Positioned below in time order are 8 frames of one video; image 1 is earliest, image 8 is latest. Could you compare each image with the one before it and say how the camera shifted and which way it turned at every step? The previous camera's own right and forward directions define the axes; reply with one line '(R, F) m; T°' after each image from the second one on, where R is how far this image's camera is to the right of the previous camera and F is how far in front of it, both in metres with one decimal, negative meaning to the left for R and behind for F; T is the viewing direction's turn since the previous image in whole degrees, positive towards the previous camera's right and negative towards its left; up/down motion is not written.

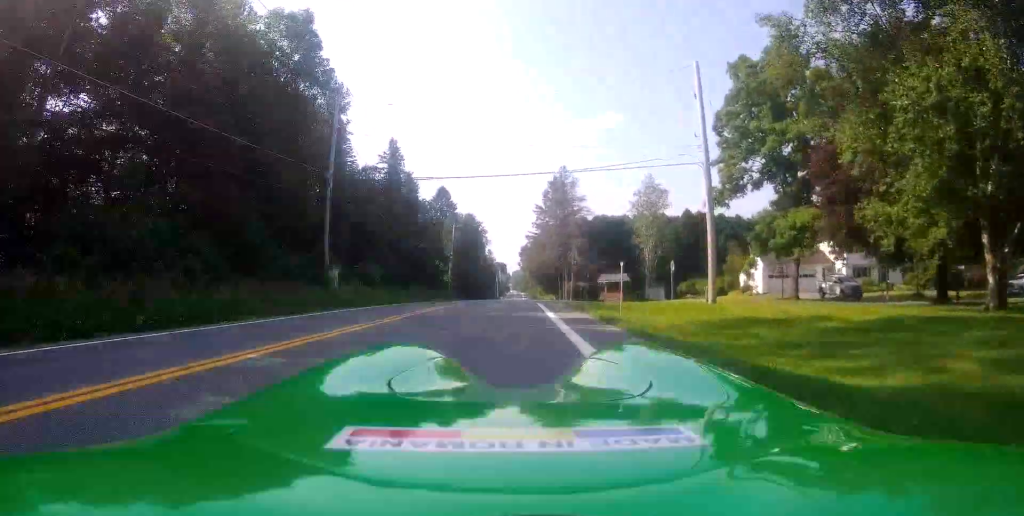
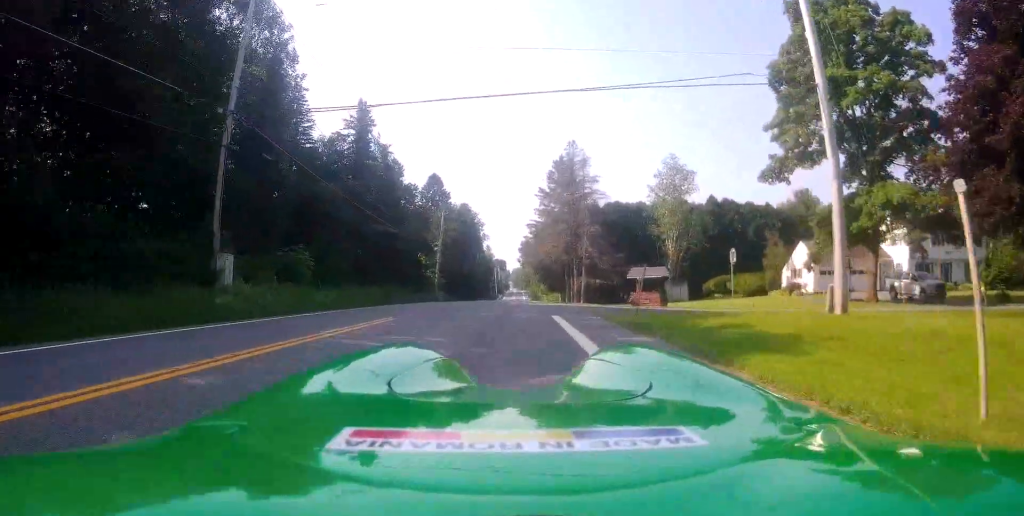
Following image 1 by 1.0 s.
(+0.1, +11.3) m; +1°
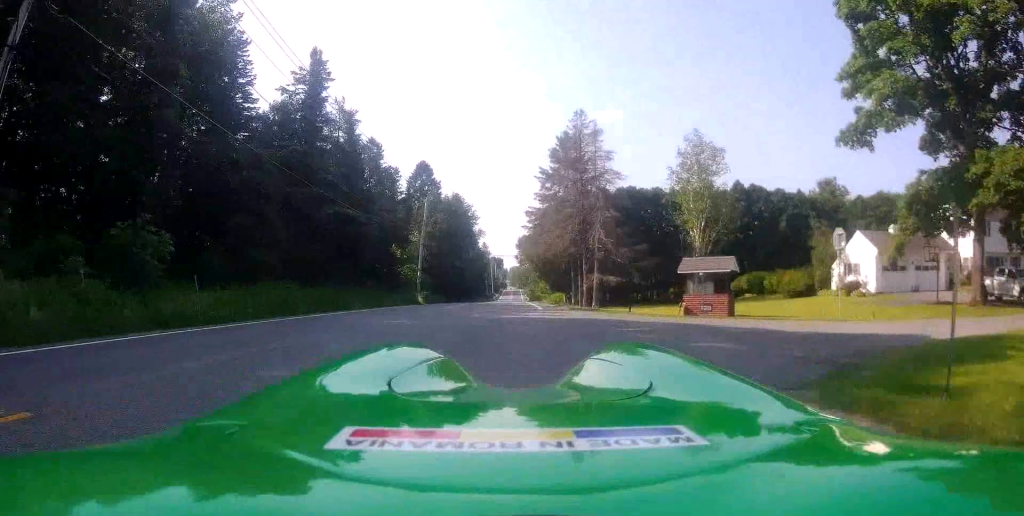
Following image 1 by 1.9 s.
(0.0, +9.9) m; 0°
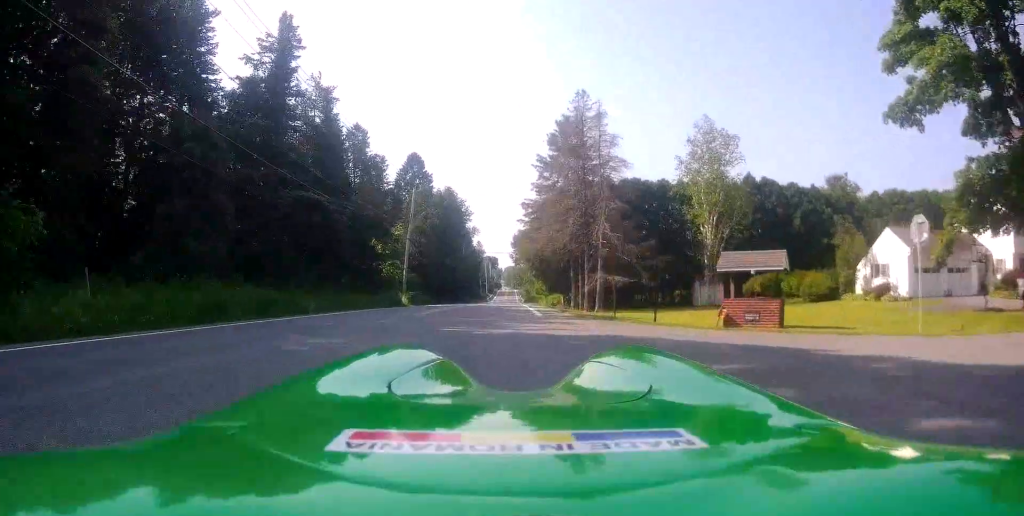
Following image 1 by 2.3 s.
(0.0, +4.7) m; 0°
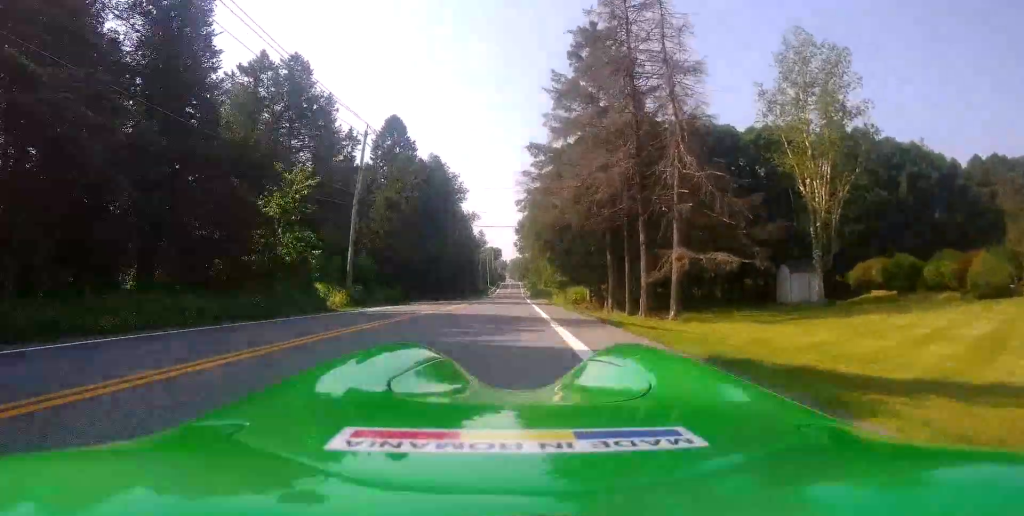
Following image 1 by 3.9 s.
(-0.4, +18.1) m; -2°
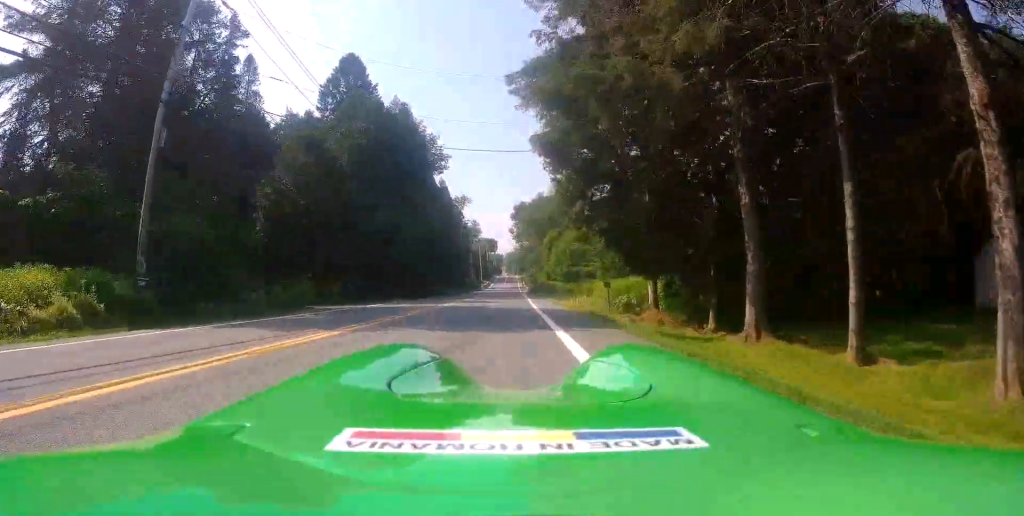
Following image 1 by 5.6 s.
(+0.1, +20.2) m; +1°
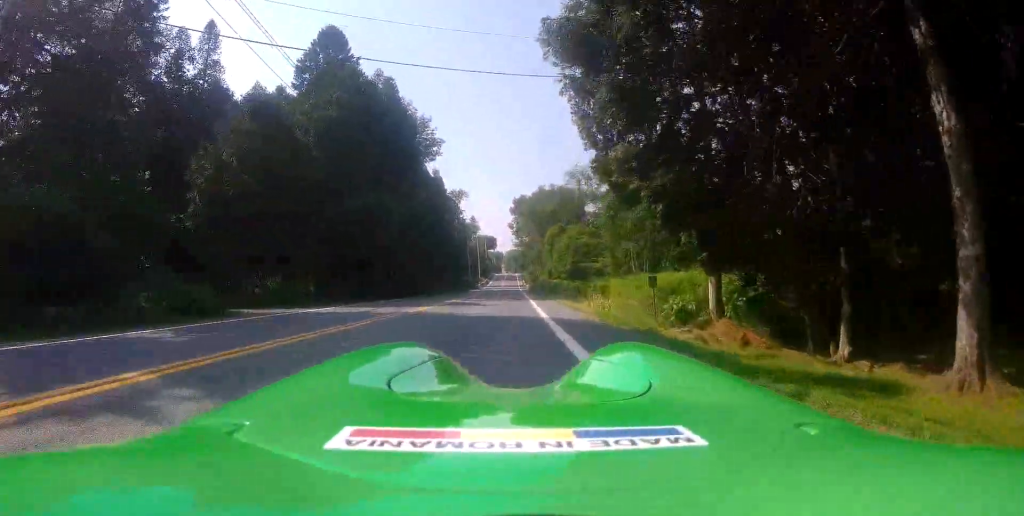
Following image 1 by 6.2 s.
(0.0, +7.0) m; +1°
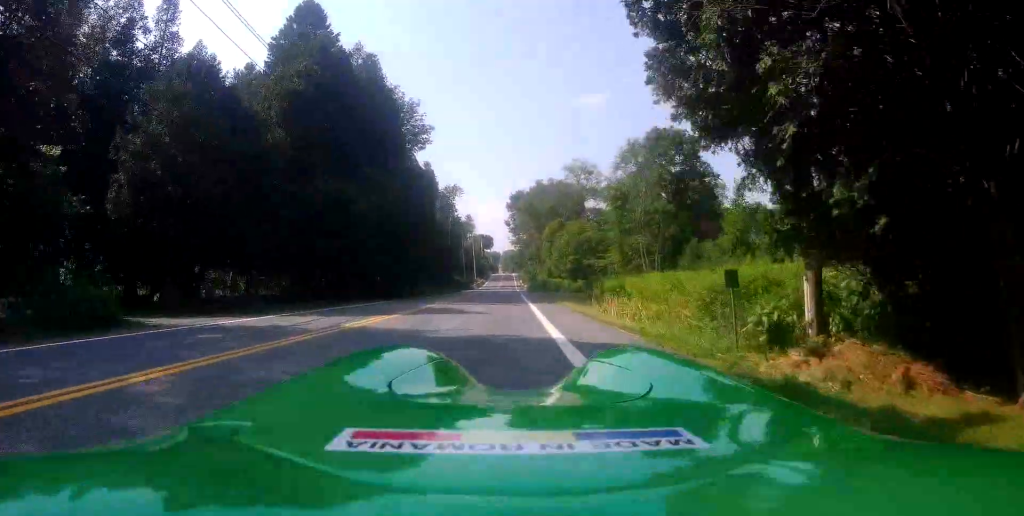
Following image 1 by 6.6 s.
(0.0, +4.9) m; +1°
